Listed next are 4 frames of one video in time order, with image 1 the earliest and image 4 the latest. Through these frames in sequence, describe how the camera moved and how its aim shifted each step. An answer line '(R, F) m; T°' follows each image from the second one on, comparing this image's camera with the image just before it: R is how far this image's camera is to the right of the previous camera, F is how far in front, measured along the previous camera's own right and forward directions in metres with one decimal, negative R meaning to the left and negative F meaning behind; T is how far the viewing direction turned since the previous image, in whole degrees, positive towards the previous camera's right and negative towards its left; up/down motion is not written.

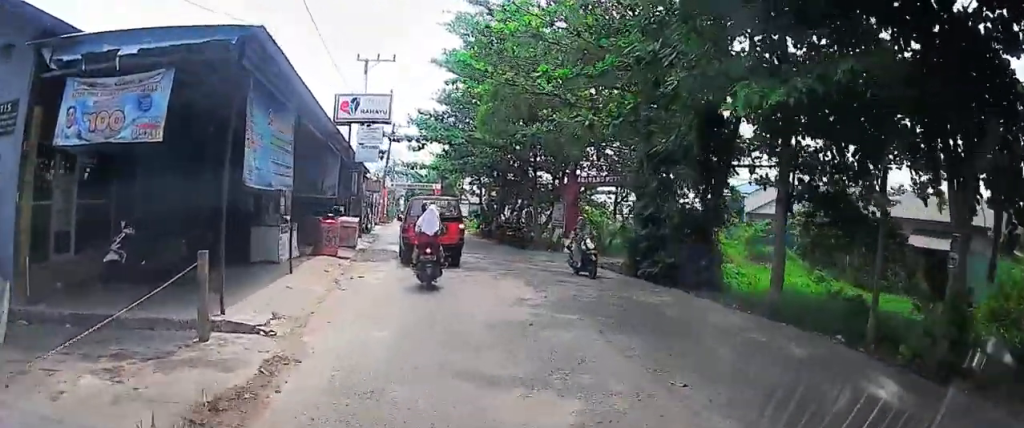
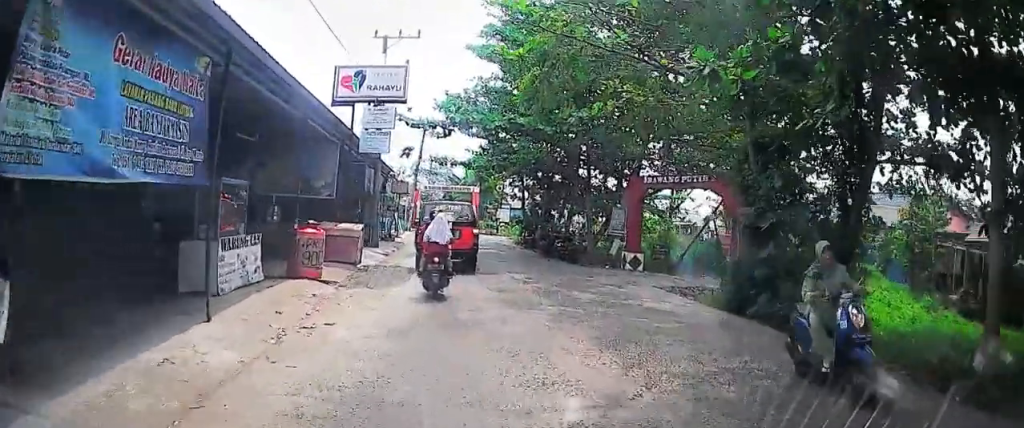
(0.0, +4.8) m; 0°
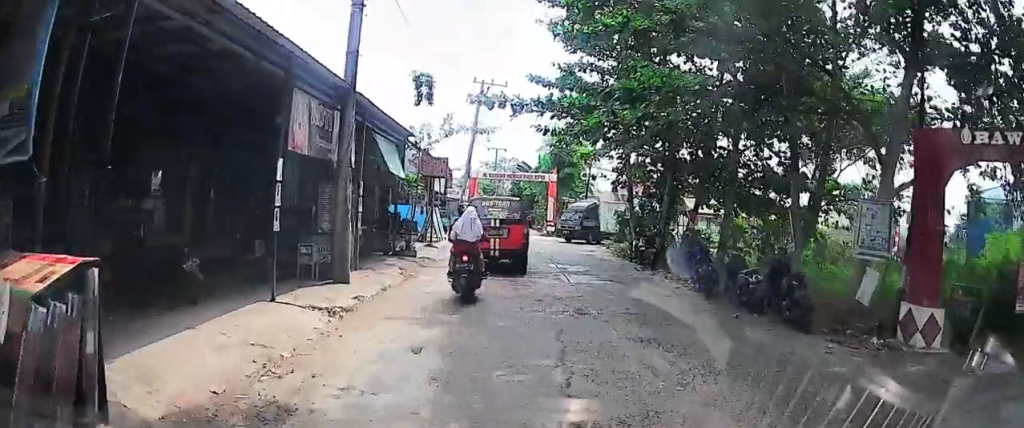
(0.0, +13.5) m; 0°
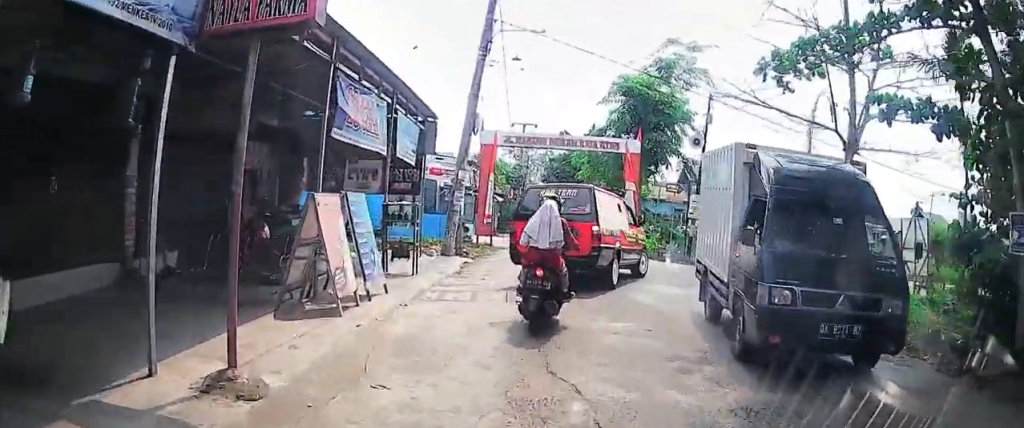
(0.0, +22.0) m; 0°
